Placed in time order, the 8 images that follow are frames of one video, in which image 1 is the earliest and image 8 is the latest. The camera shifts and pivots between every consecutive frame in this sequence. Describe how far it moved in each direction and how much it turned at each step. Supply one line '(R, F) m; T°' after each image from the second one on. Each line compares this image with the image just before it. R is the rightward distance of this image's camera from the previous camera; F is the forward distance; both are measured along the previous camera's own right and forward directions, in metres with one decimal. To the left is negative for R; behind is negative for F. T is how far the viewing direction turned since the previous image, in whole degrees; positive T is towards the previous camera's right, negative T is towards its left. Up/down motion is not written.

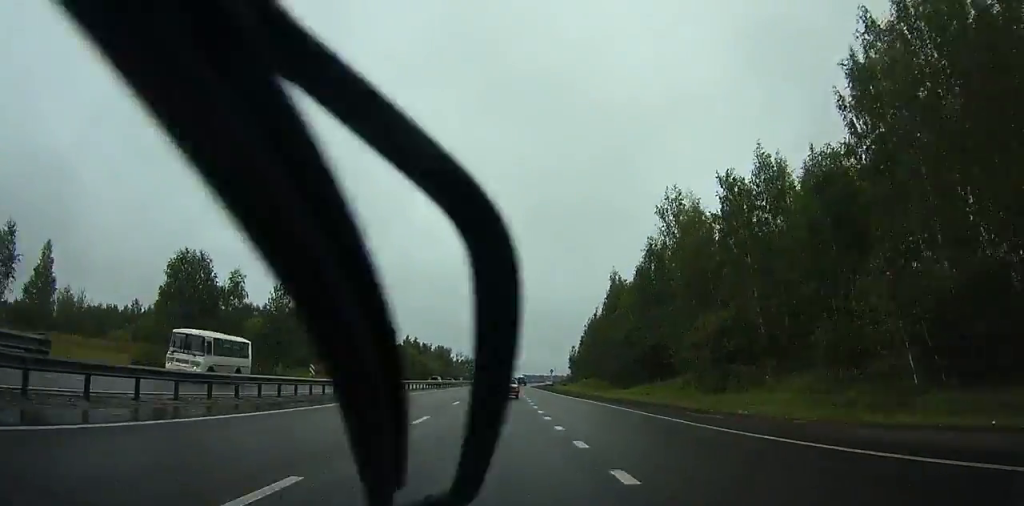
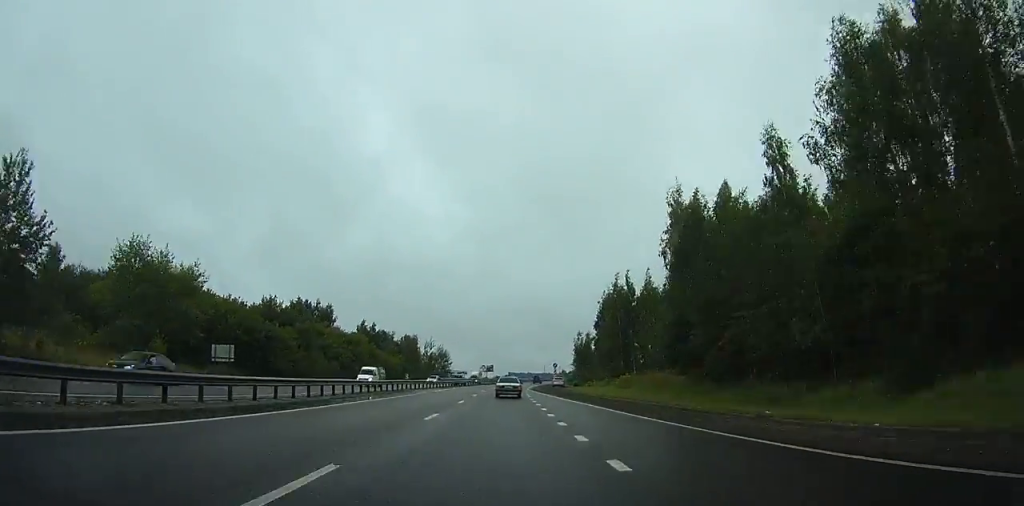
(+0.8, +47.0) m; +2°
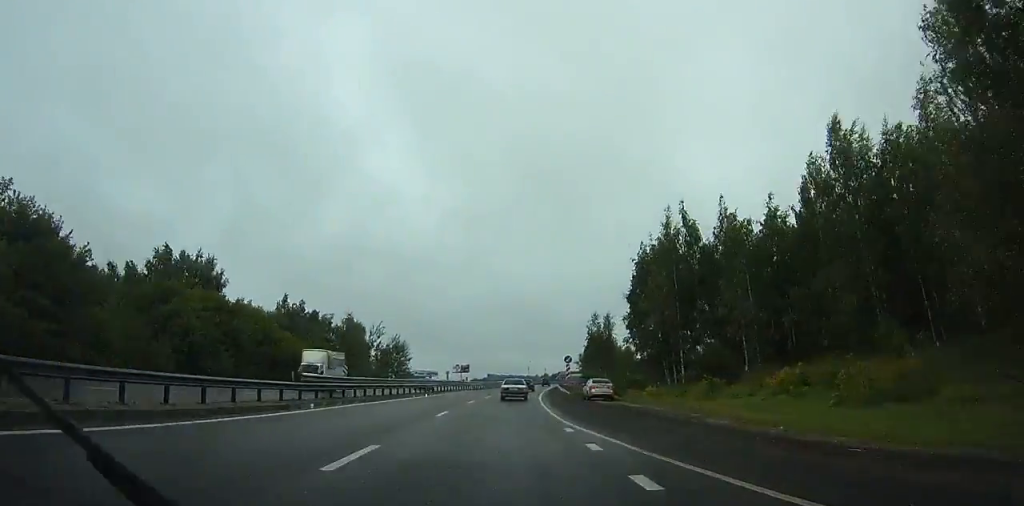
(+0.7, +44.8) m; +2°
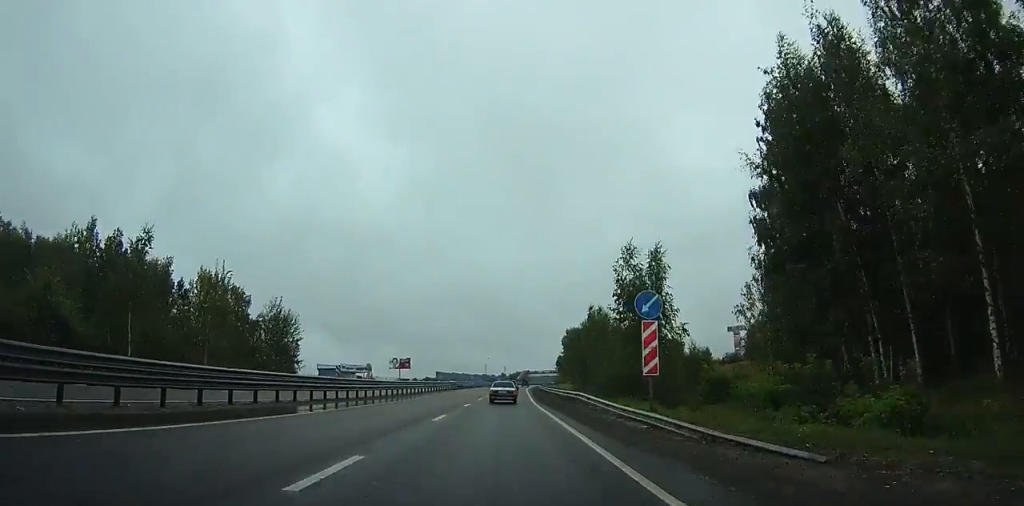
(+1.1, +48.0) m; +3°
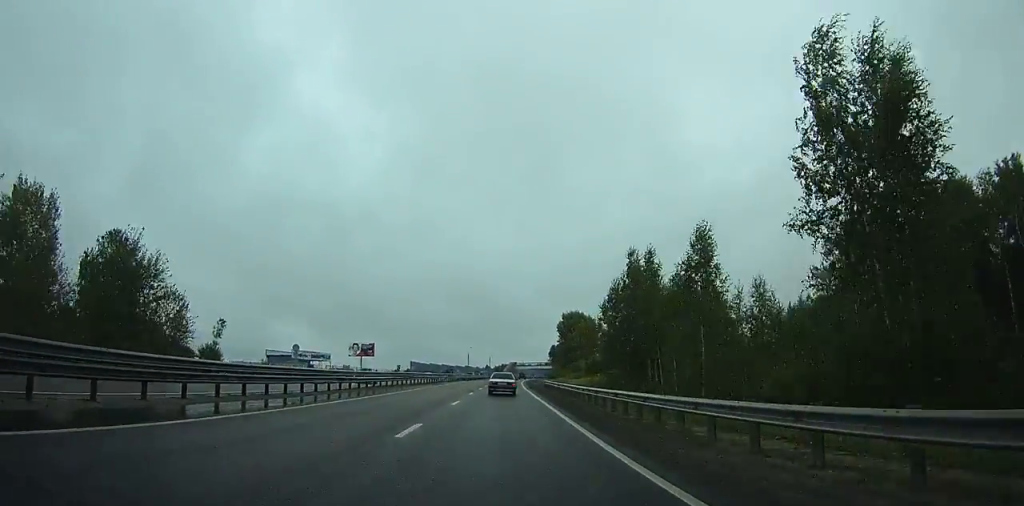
(+0.7, +31.0) m; +3°
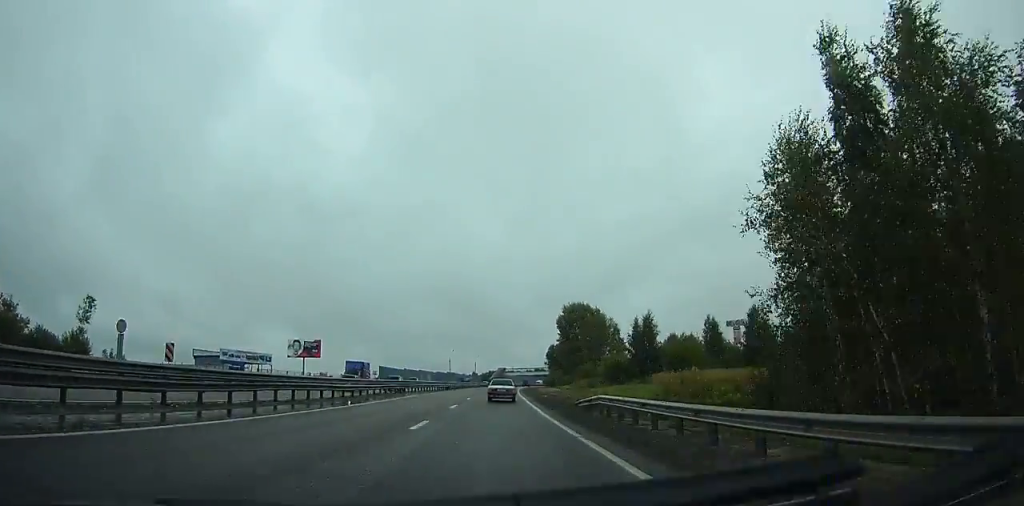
(+0.7, +32.9) m; +2°
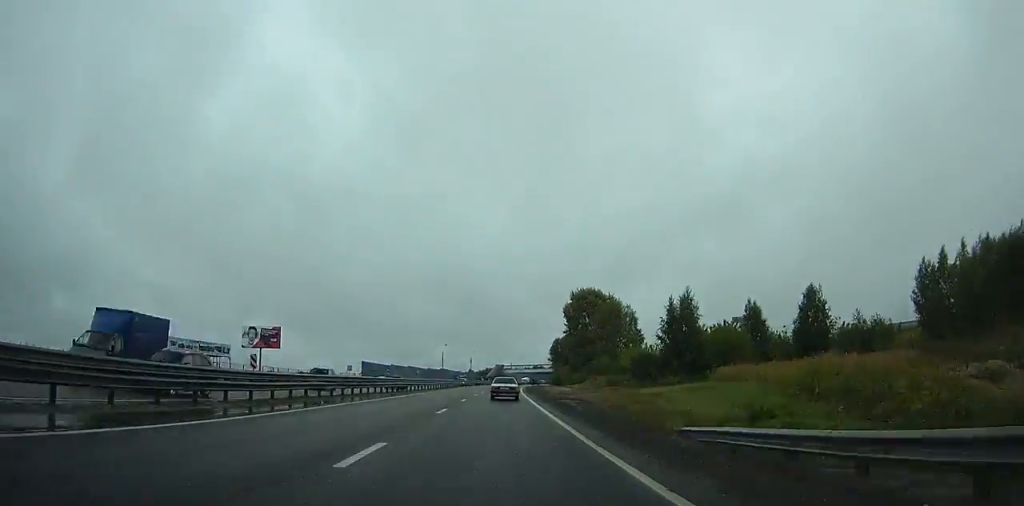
(+0.1, +18.6) m; +1°
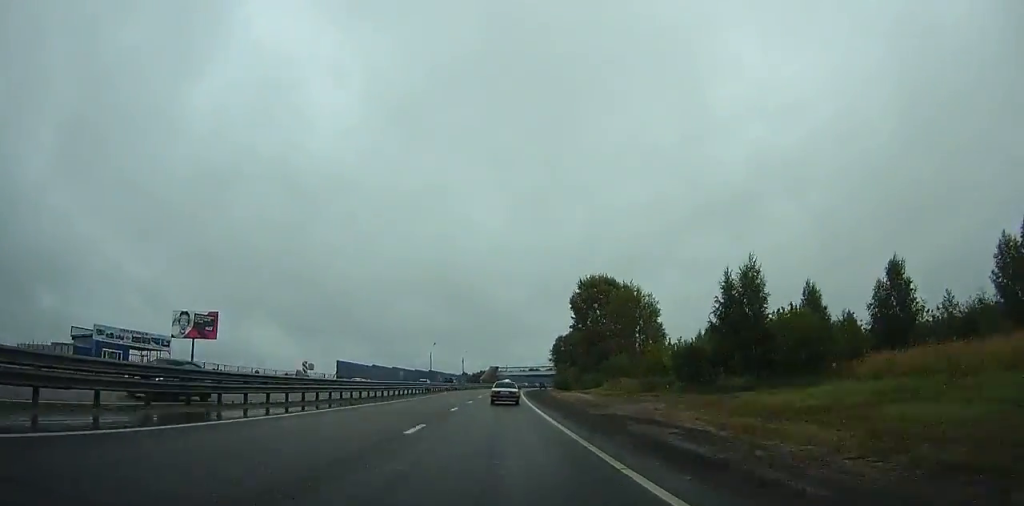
(+0.2, +18.6) m; +1°
